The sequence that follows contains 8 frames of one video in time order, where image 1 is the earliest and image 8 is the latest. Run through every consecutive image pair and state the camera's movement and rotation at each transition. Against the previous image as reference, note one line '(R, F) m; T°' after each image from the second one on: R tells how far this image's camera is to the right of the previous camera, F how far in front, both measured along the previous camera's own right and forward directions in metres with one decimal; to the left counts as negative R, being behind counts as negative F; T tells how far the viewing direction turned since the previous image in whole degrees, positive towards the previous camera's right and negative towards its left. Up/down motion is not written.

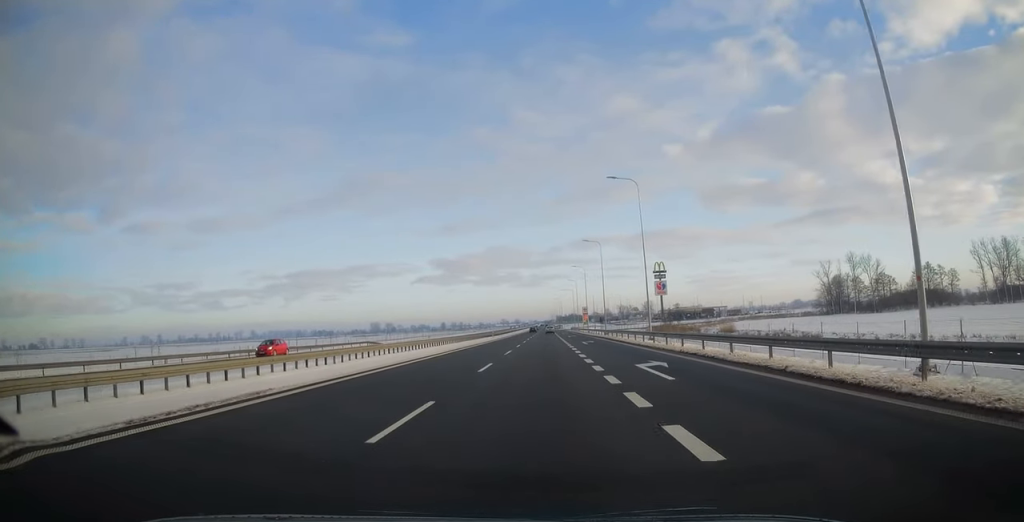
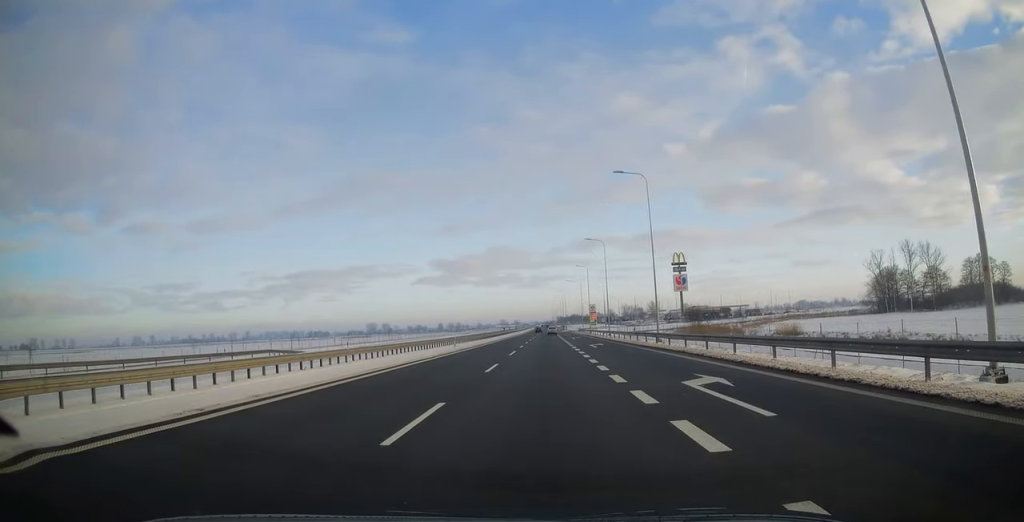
(-0.2, +34.3) m; 0°
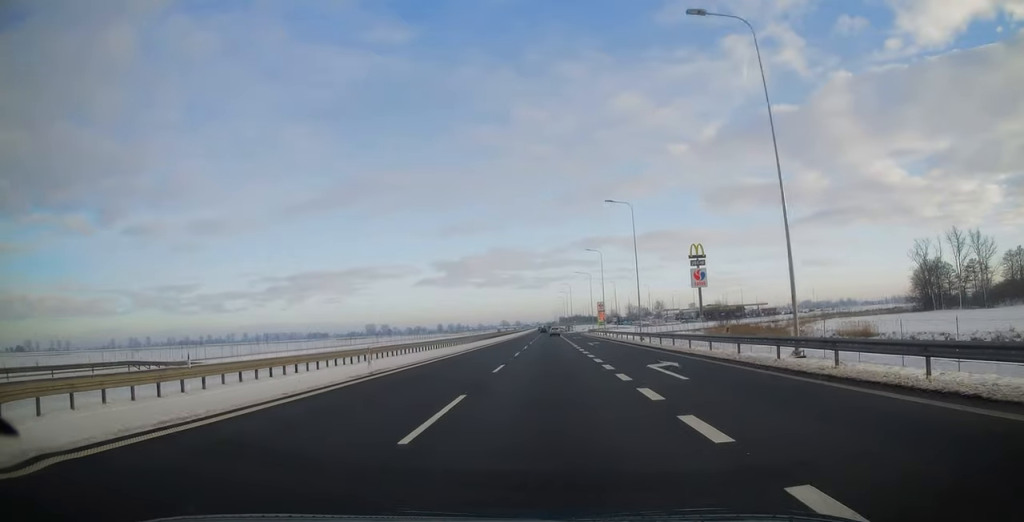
(0.0, +22.3) m; 0°
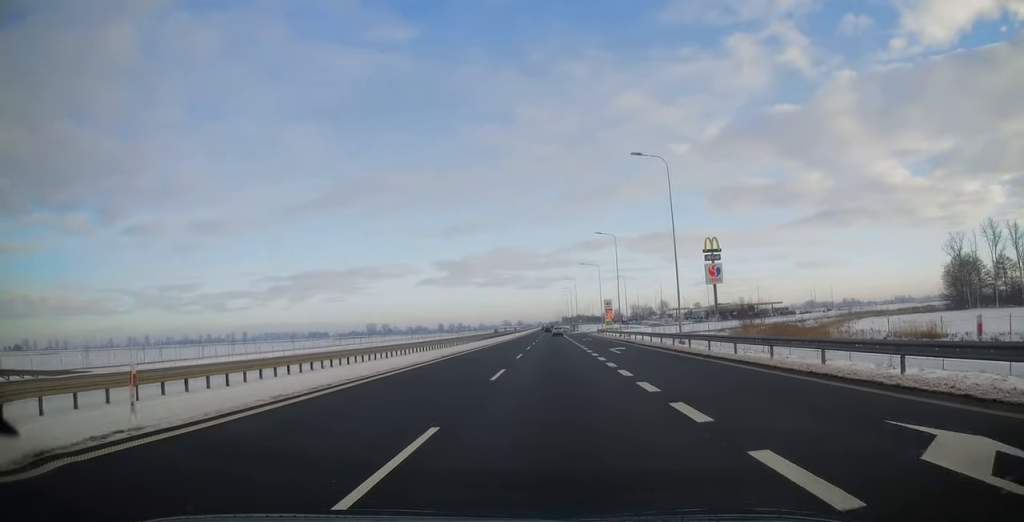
(0.0, +13.2) m; 0°
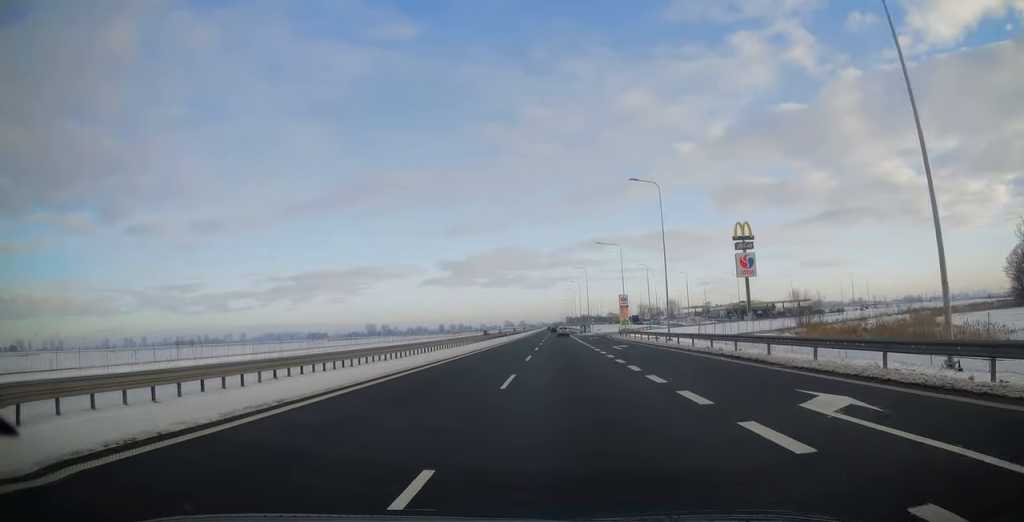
(0.0, +23.5) m; 0°
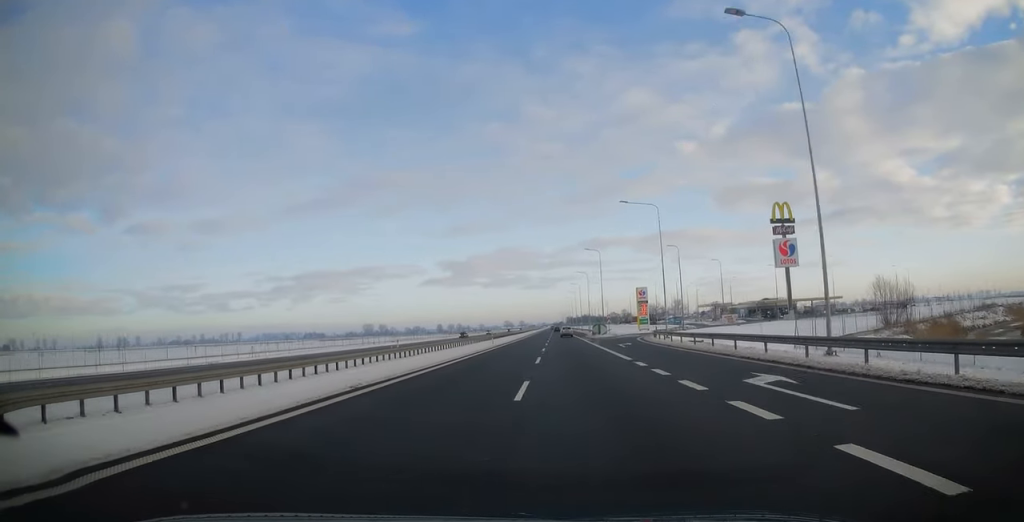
(0.0, +24.0) m; 0°
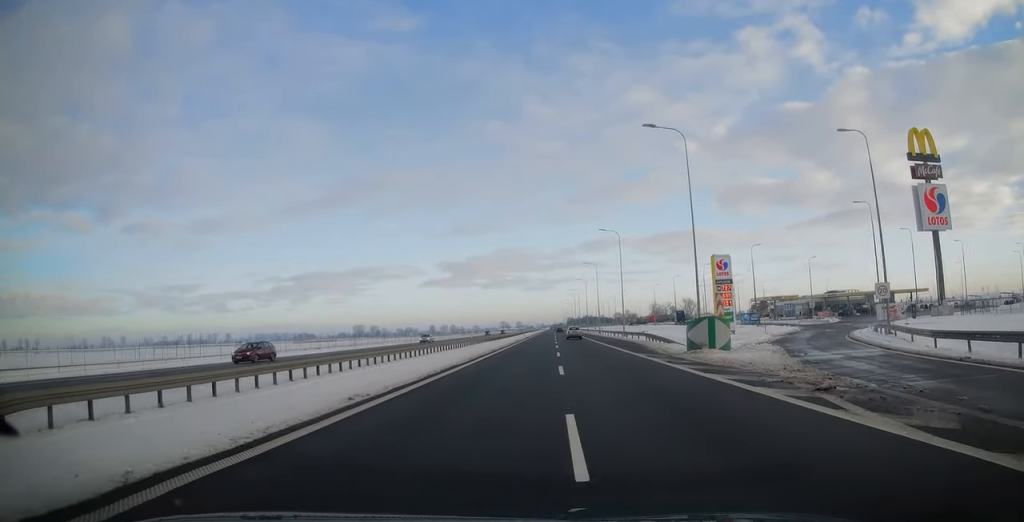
(0.0, +55.7) m; 0°
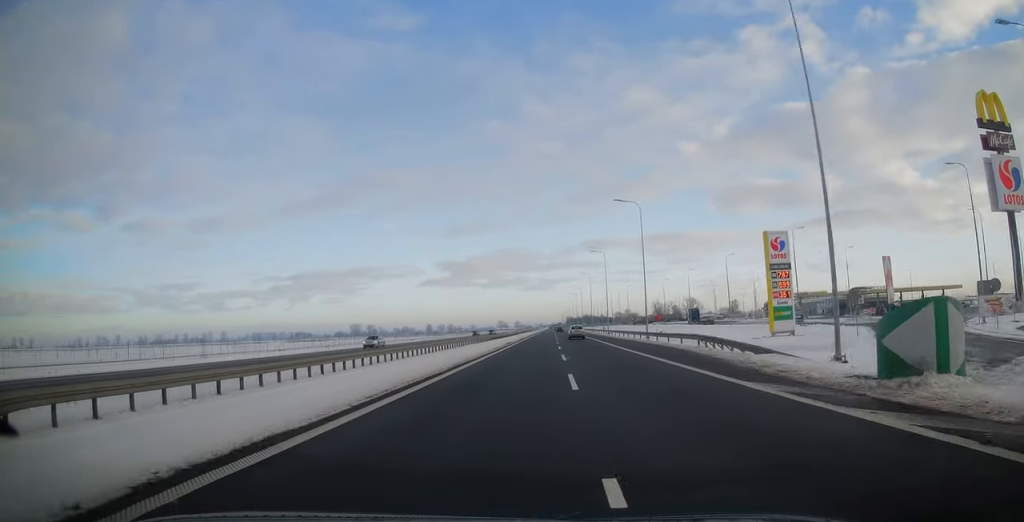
(0.0, +16.4) m; 0°
